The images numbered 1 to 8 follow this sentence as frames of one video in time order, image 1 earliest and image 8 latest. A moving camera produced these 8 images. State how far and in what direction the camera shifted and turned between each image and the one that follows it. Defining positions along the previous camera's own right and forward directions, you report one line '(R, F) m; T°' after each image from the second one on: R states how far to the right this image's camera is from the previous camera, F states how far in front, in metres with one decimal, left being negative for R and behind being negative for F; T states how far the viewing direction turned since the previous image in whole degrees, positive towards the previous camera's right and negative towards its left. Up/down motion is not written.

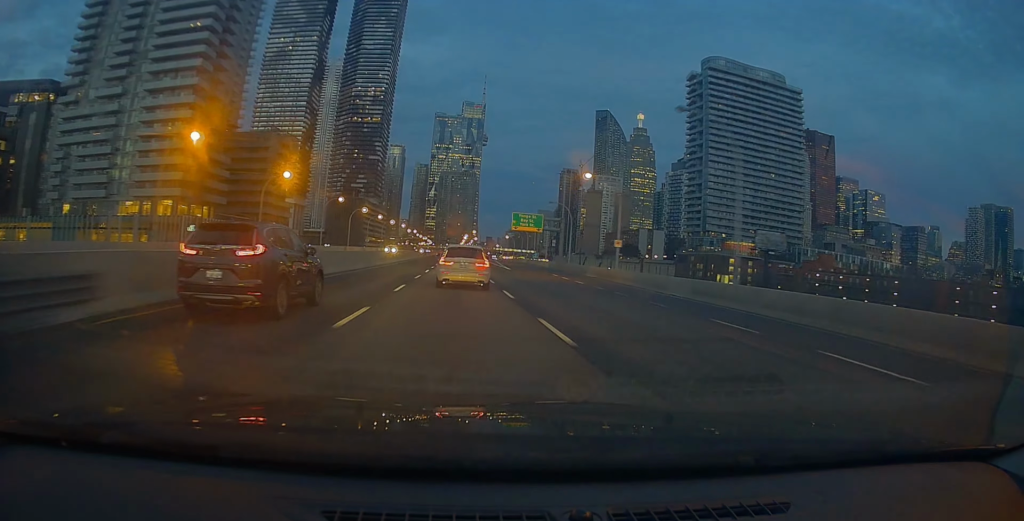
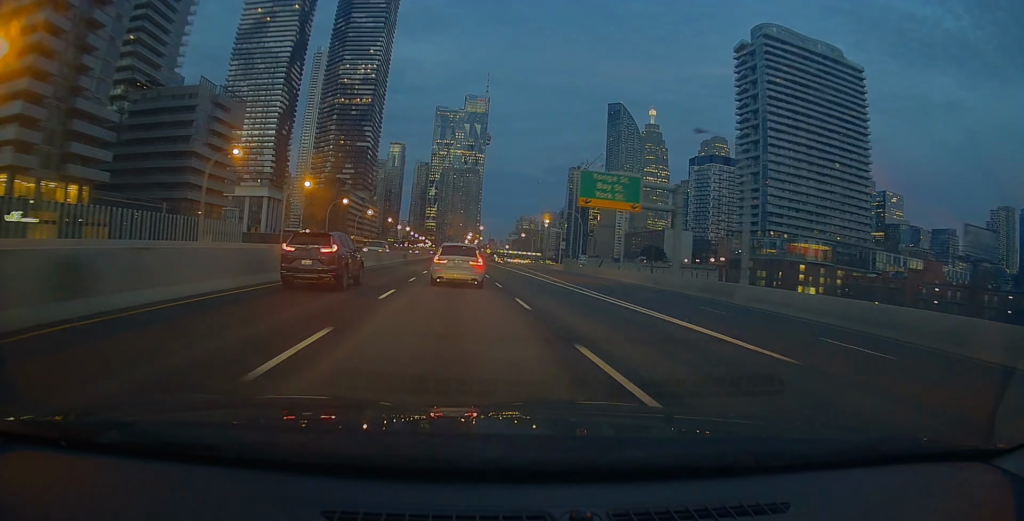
(-0.1, +48.3) m; +1°
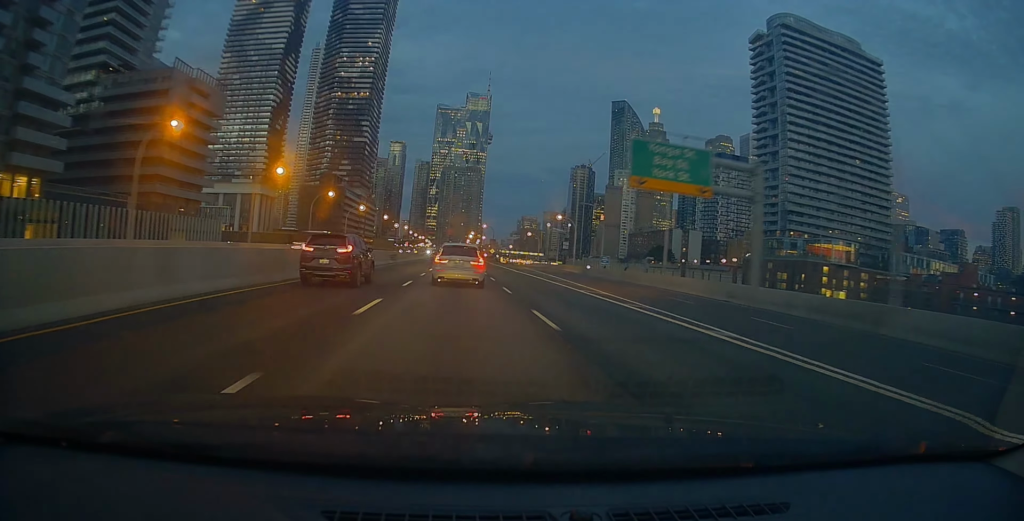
(+0.3, +12.3) m; 0°
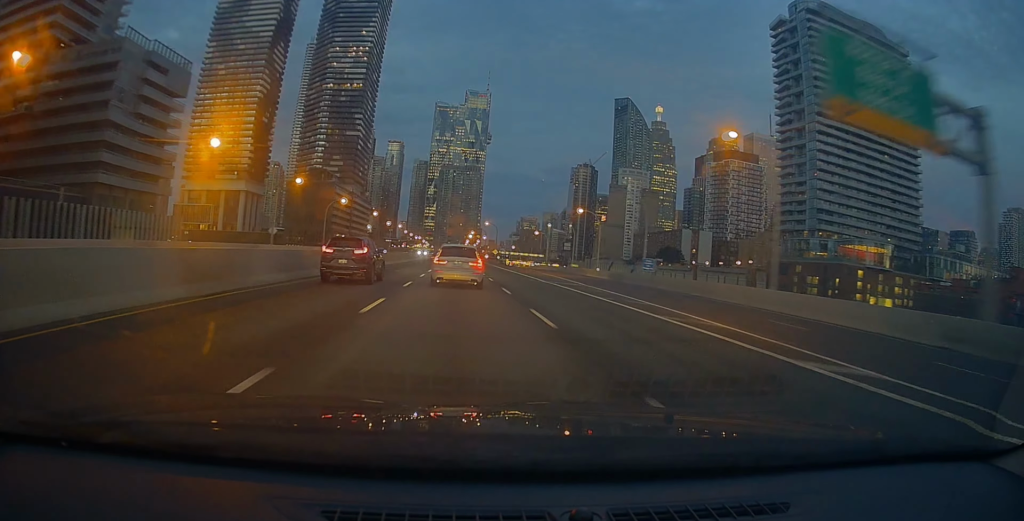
(-0.1, +17.6) m; 0°
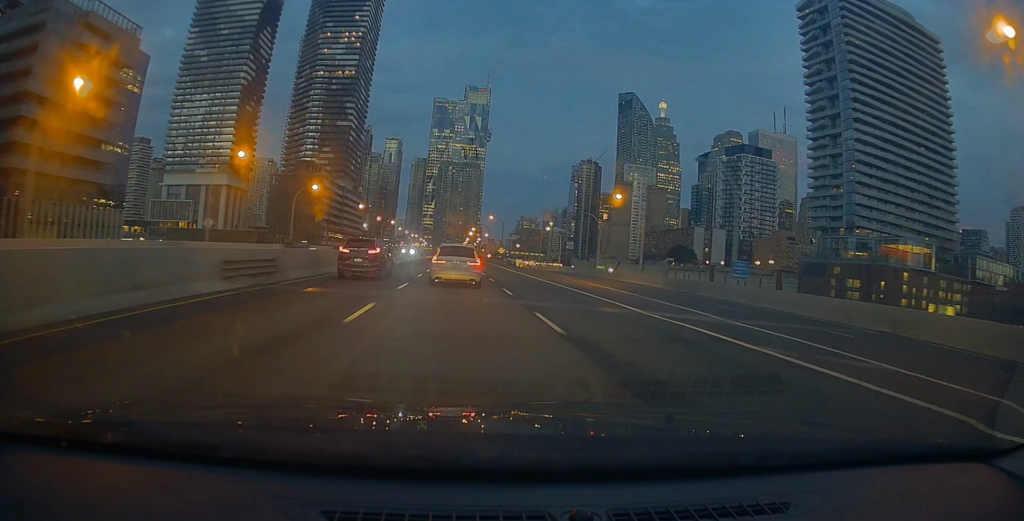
(-0.3, +19.4) m; -1°
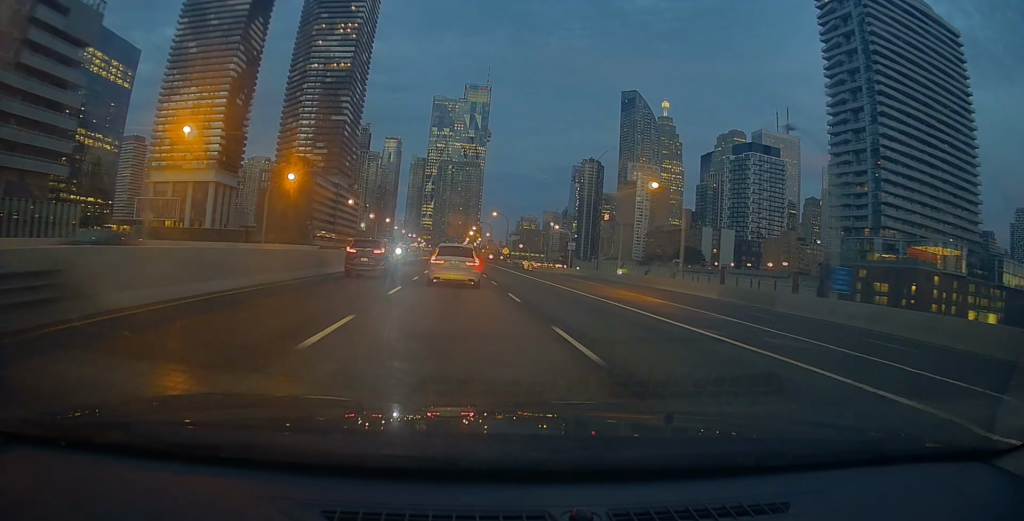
(+0.1, +11.4) m; 0°
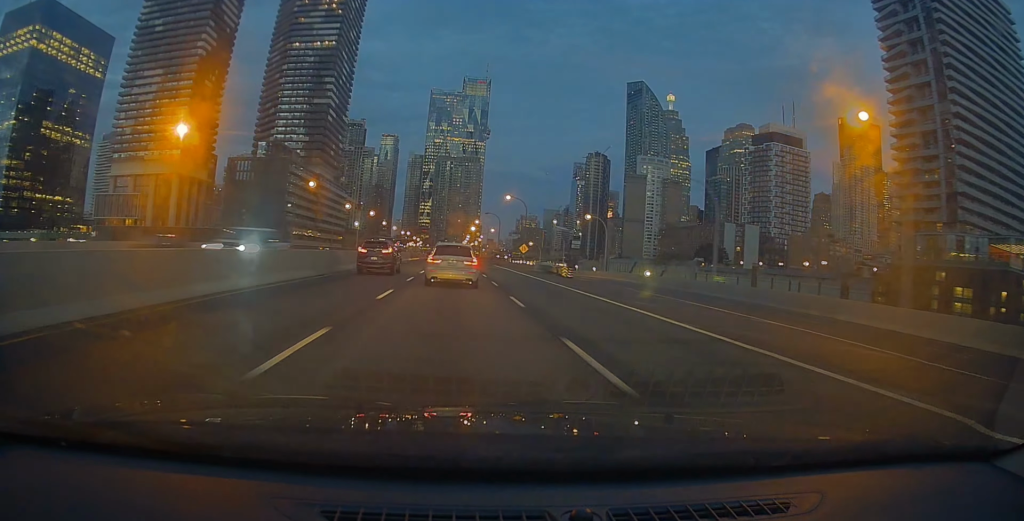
(0.0, +28.2) m; +1°
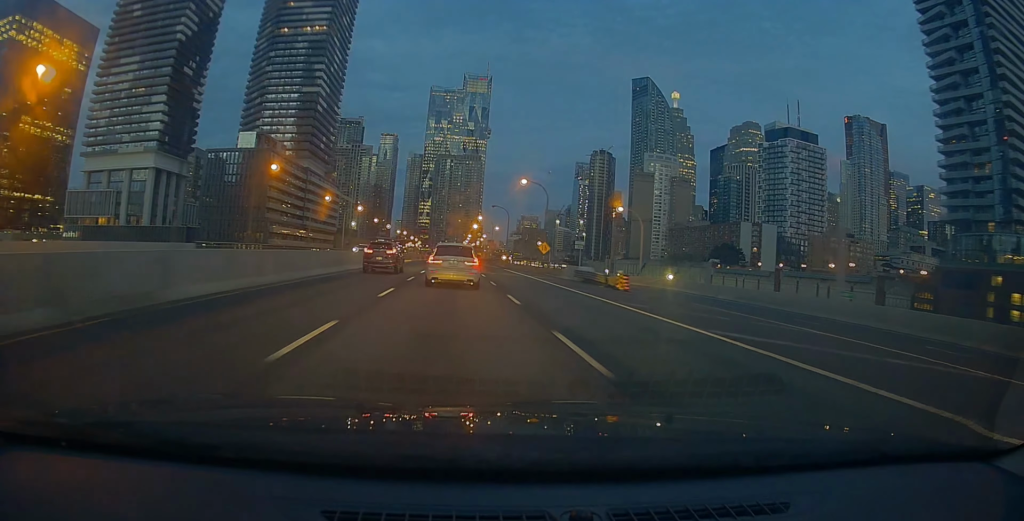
(0.0, +16.8) m; +1°
